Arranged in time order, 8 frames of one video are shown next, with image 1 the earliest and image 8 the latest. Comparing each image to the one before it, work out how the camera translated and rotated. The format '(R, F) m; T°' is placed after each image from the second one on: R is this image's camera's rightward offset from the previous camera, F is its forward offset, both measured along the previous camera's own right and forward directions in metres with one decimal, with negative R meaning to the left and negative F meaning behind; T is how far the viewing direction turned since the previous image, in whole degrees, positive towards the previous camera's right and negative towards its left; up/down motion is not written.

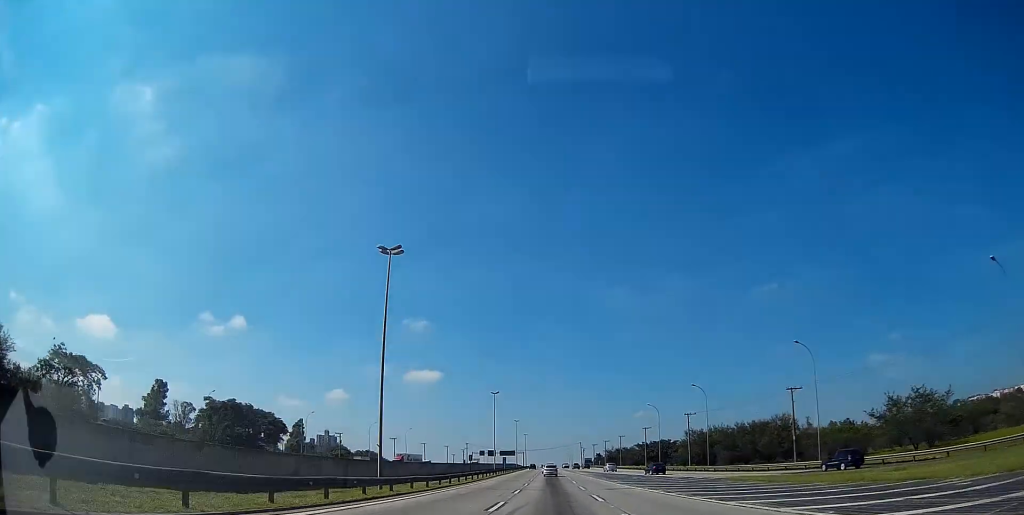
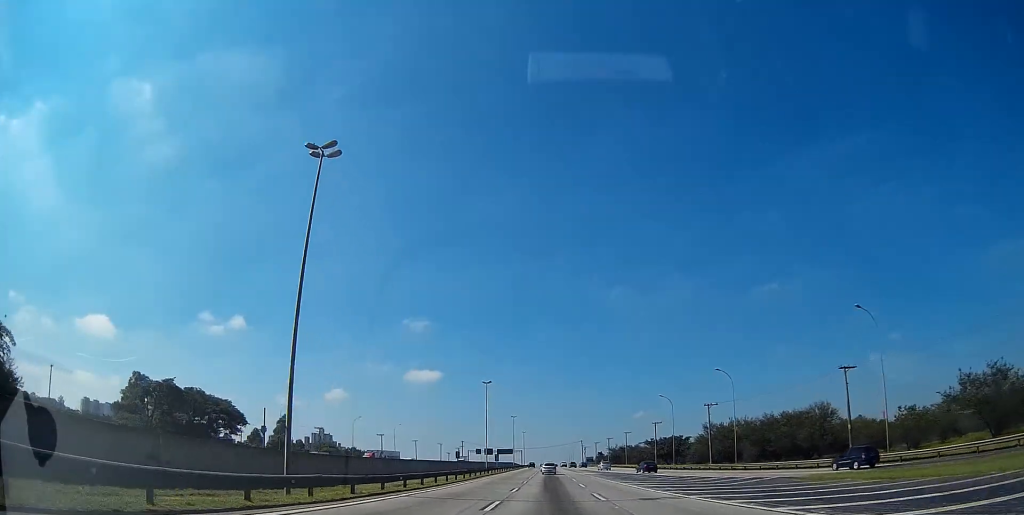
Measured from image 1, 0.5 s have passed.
(0.0, +14.4) m; 0°
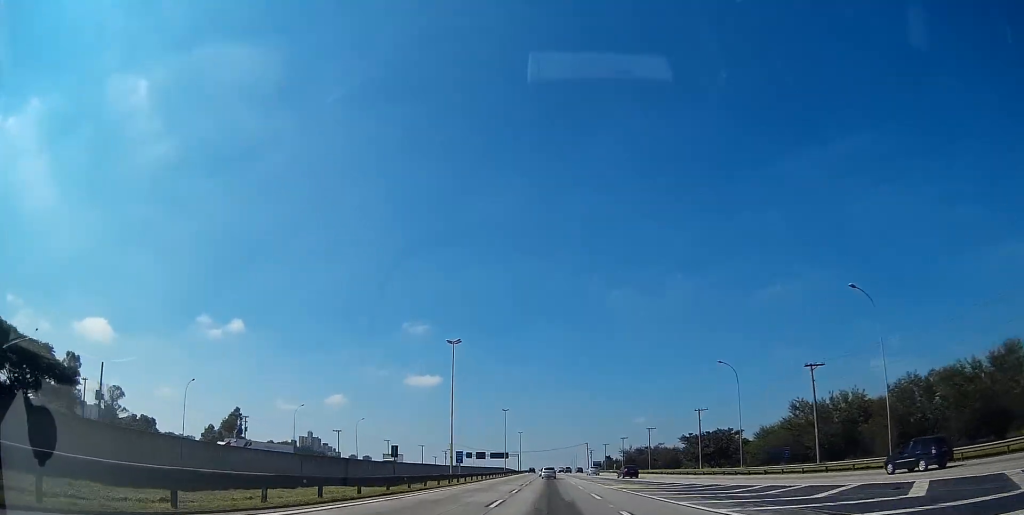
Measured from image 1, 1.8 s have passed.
(+0.1, +33.7) m; +1°
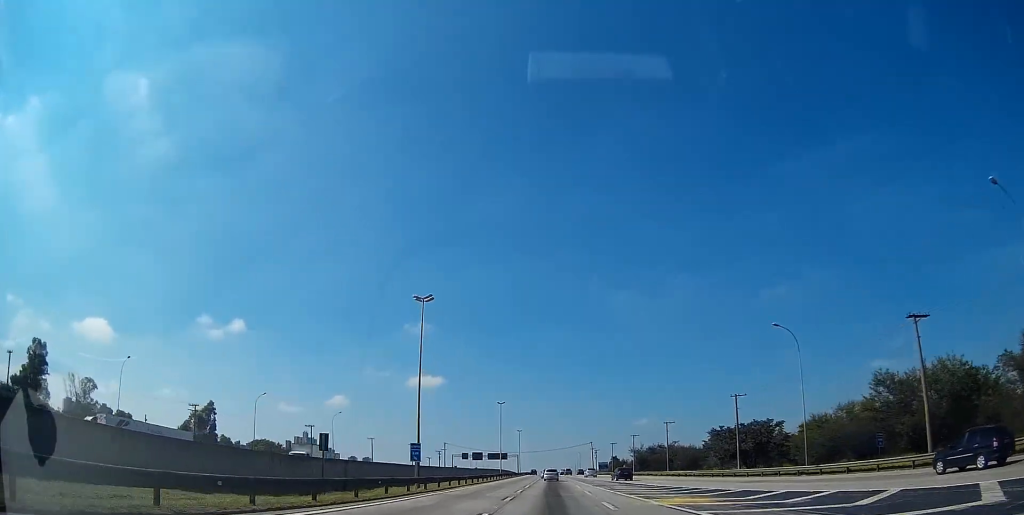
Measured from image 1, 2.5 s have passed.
(+0.1, +15.6) m; 0°
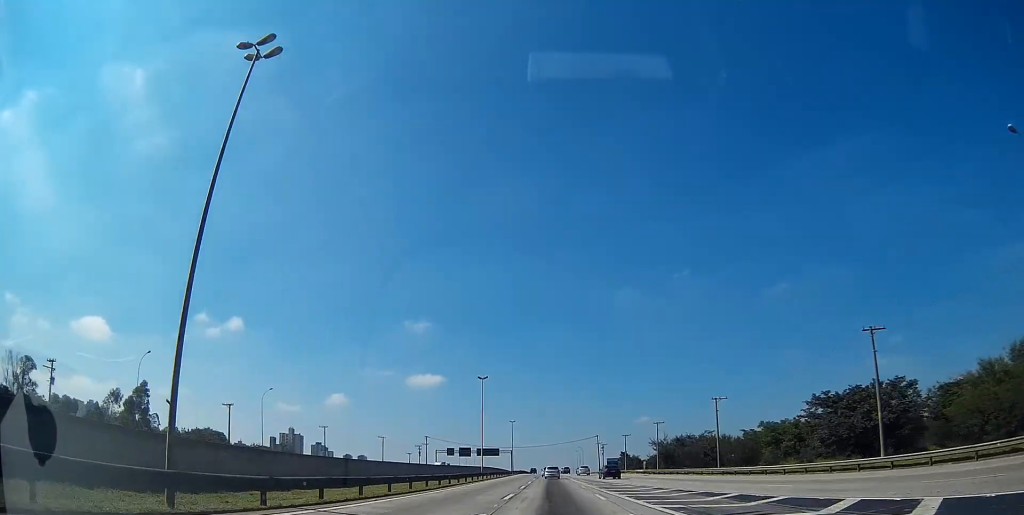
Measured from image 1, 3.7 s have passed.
(0.0, +30.9) m; -1°
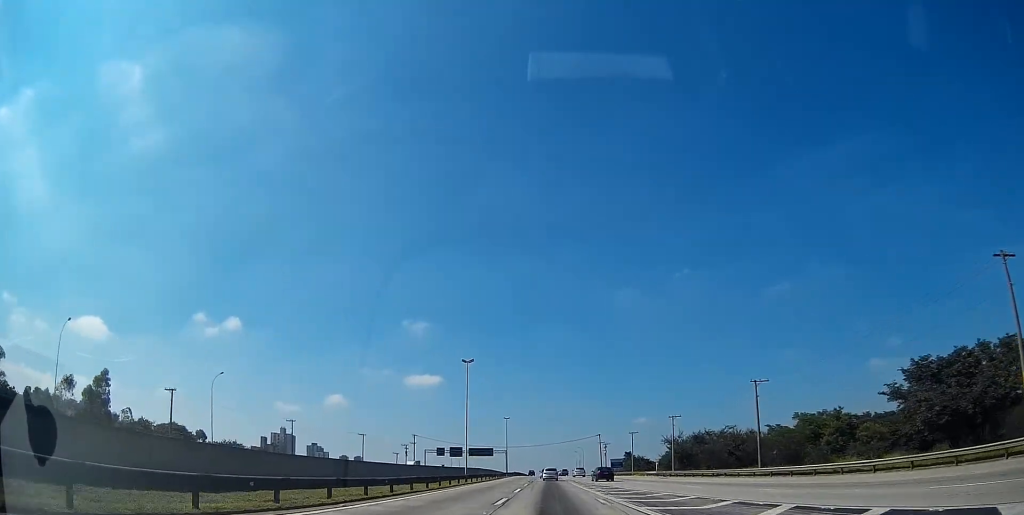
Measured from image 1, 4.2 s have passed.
(-0.2, +15.5) m; 0°
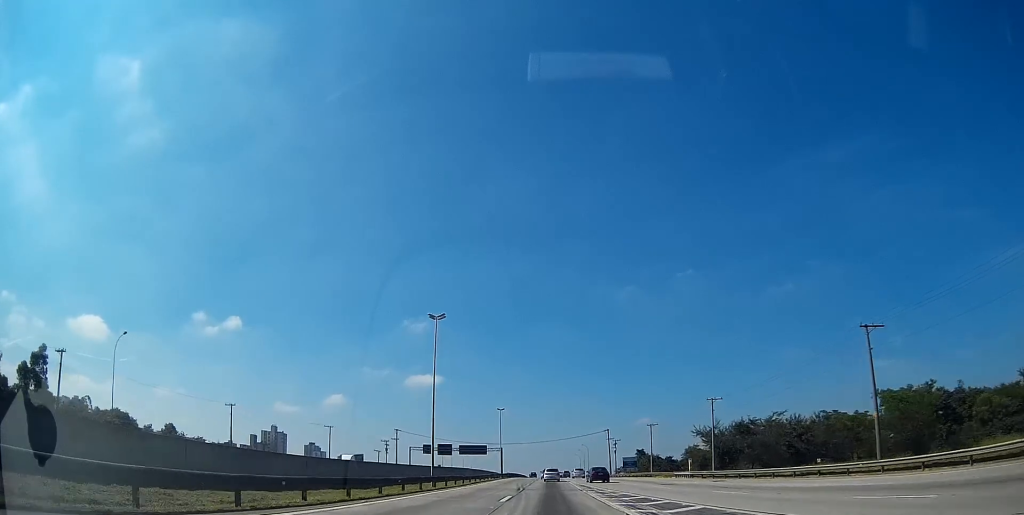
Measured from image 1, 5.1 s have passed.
(0.0, +23.5) m; 0°
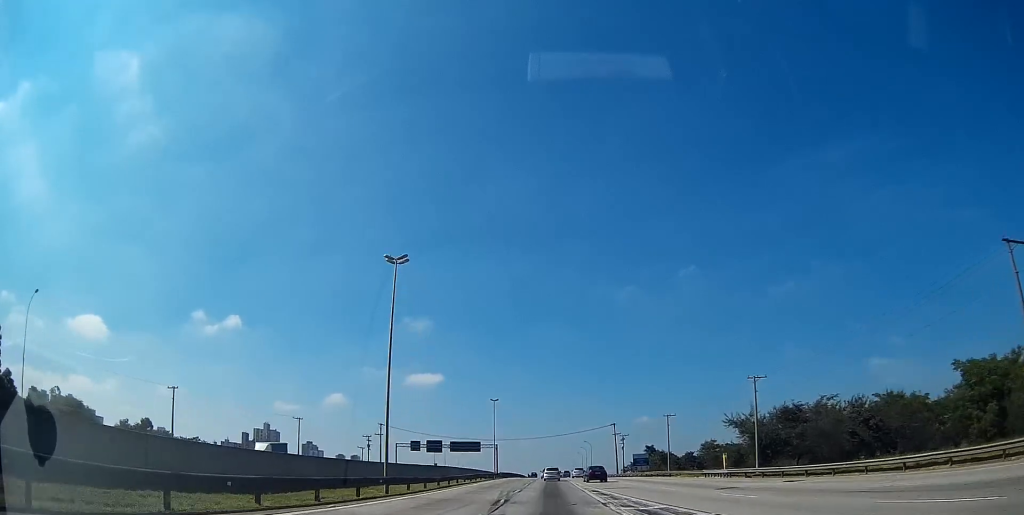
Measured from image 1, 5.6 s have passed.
(+0.2, +16.5) m; +1°
